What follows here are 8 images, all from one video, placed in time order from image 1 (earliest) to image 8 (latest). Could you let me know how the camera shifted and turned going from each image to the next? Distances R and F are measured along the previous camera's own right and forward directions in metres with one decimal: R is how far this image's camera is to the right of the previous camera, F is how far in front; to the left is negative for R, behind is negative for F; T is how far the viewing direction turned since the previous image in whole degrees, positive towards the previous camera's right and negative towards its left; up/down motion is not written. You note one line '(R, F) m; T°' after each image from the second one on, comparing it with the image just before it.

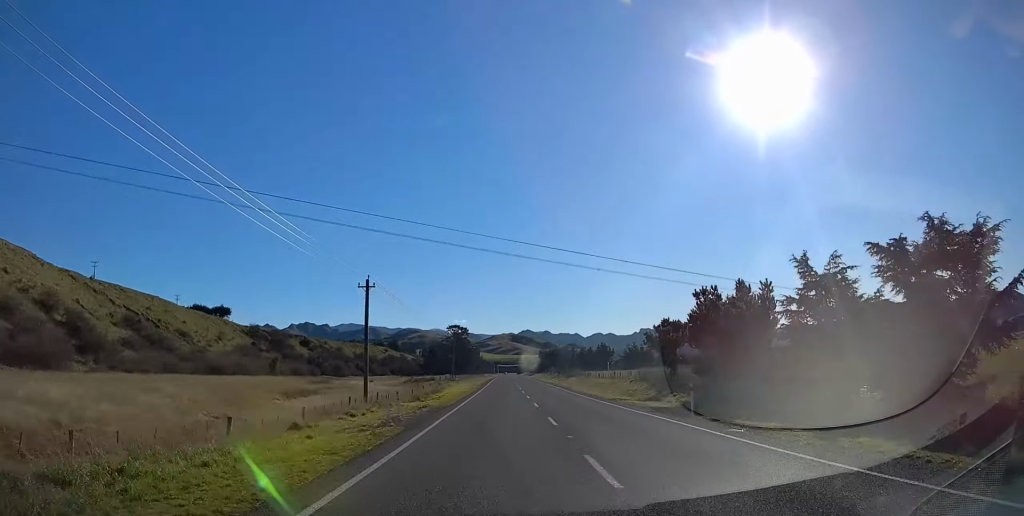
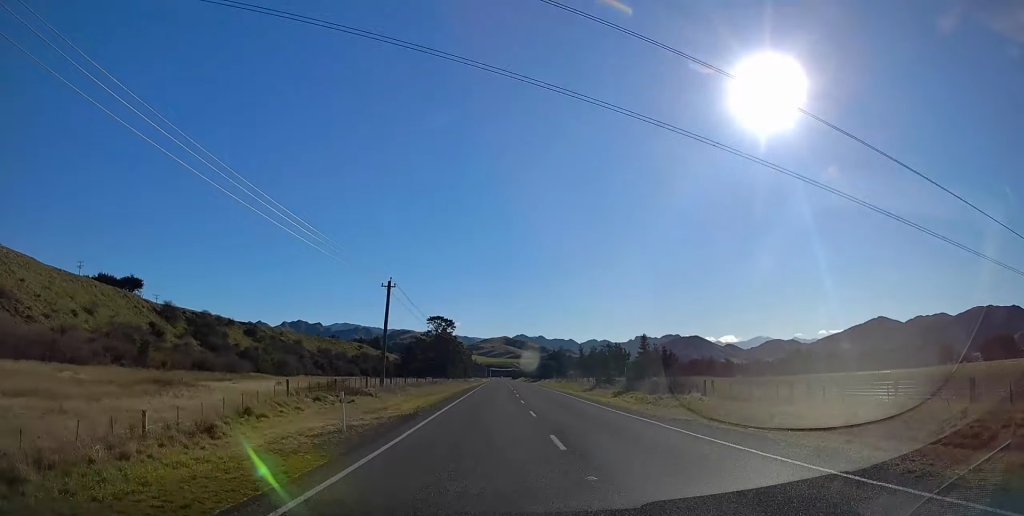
(+2.5, +65.6) m; +2°
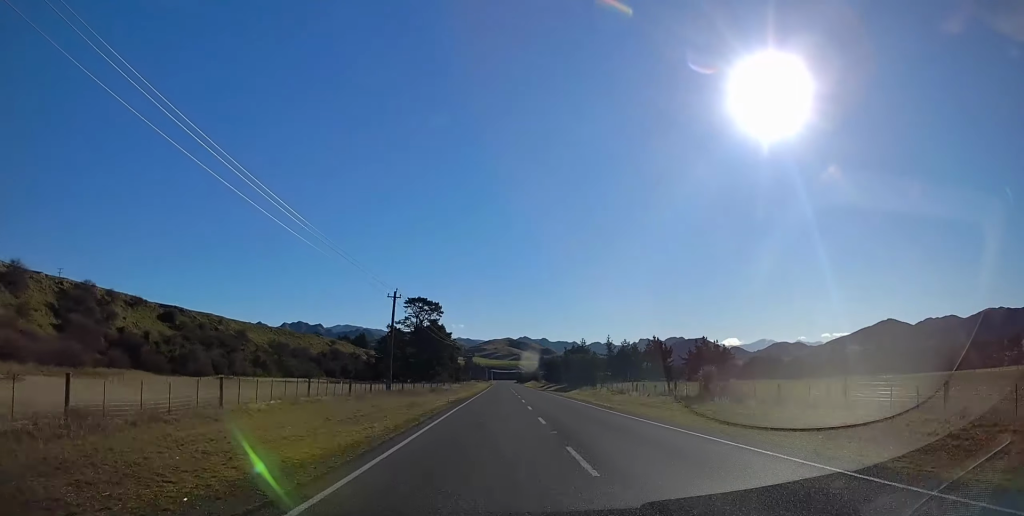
(+0.3, +73.3) m; 0°
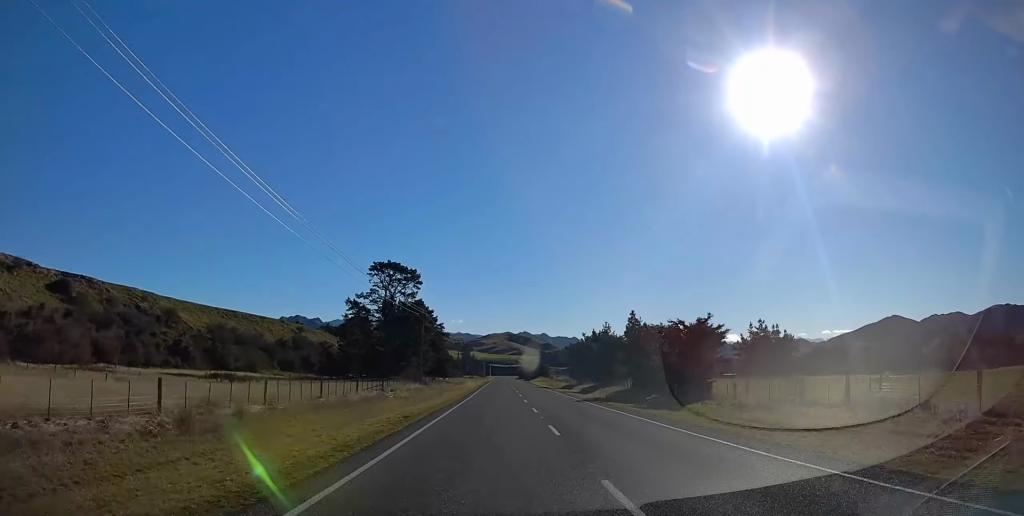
(+0.1, +54.9) m; 0°
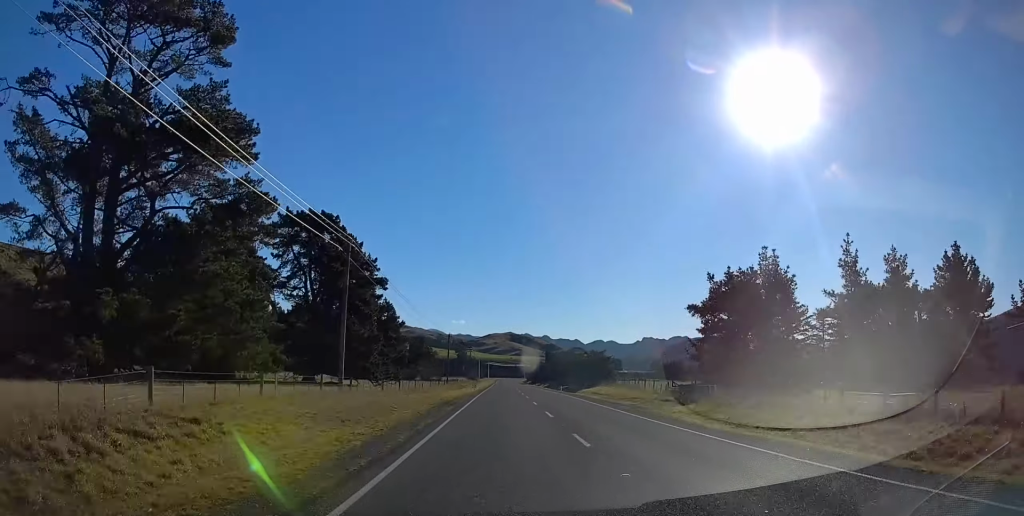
(+0.4, +113.4) m; 0°
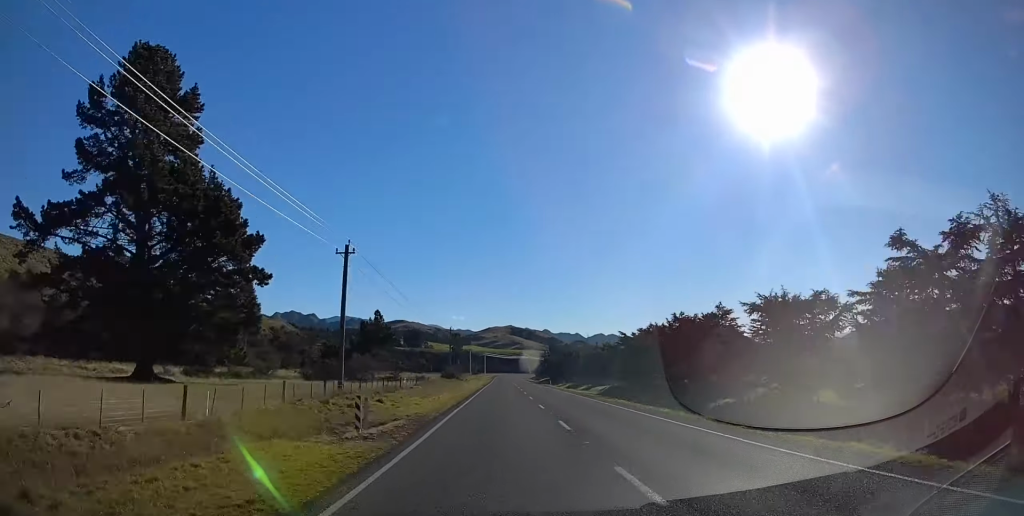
(-0.2, +76.9) m; 0°
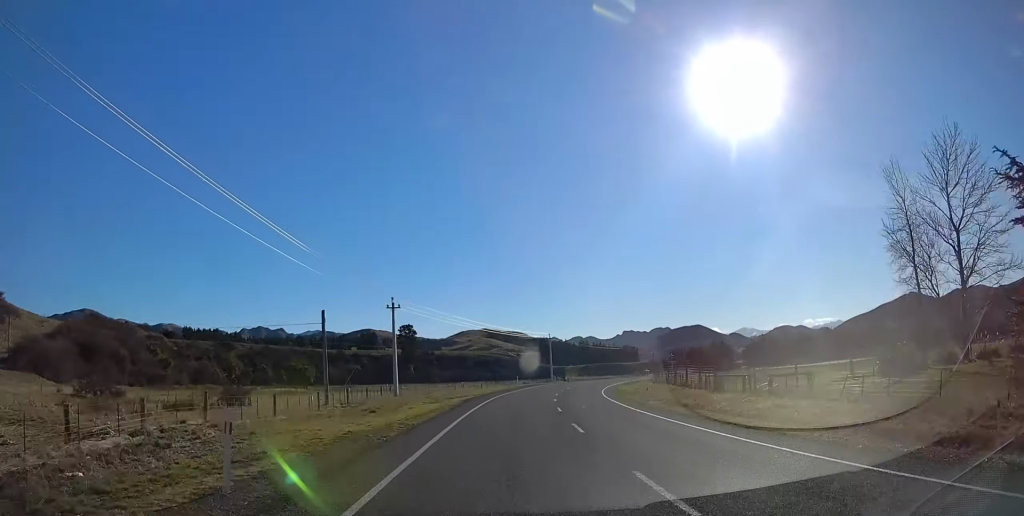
(+4.3, +212.1) m; +8°
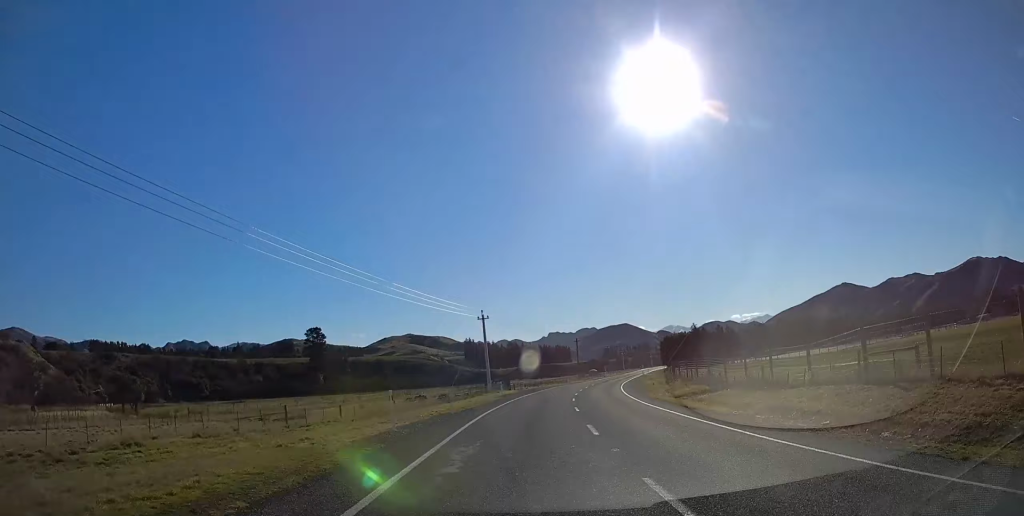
(+2.9, +50.9) m; +4°
